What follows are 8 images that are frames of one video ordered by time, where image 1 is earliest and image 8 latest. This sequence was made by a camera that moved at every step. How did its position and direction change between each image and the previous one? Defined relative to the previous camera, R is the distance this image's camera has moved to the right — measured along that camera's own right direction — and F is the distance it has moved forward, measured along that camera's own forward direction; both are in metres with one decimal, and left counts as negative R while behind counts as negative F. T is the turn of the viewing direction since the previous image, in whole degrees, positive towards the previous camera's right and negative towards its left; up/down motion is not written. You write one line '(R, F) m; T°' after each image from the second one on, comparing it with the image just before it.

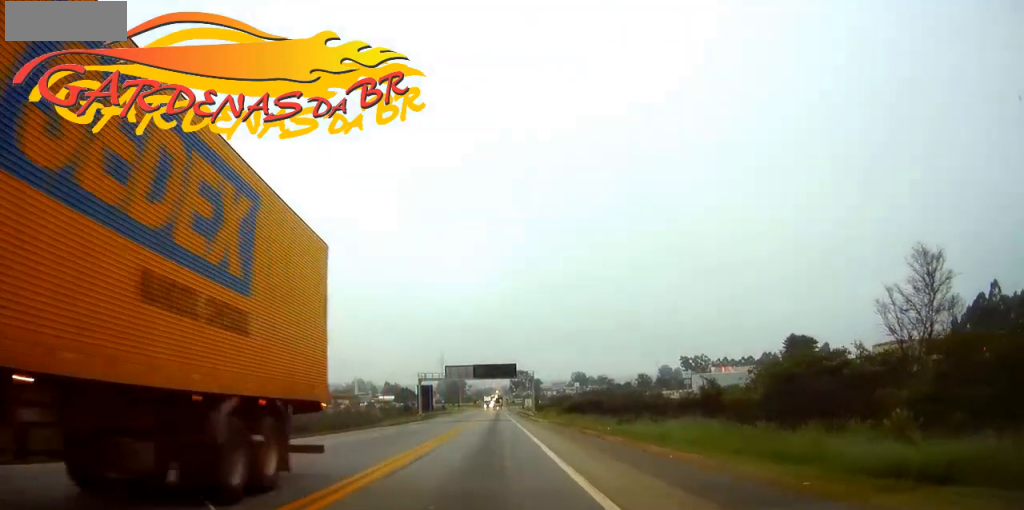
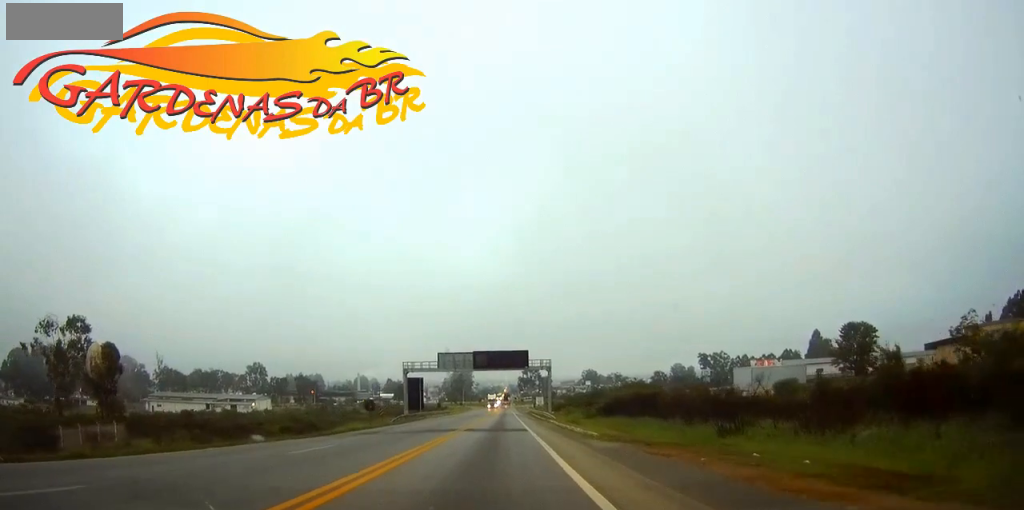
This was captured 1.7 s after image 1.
(+0.1, +26.3) m; 0°
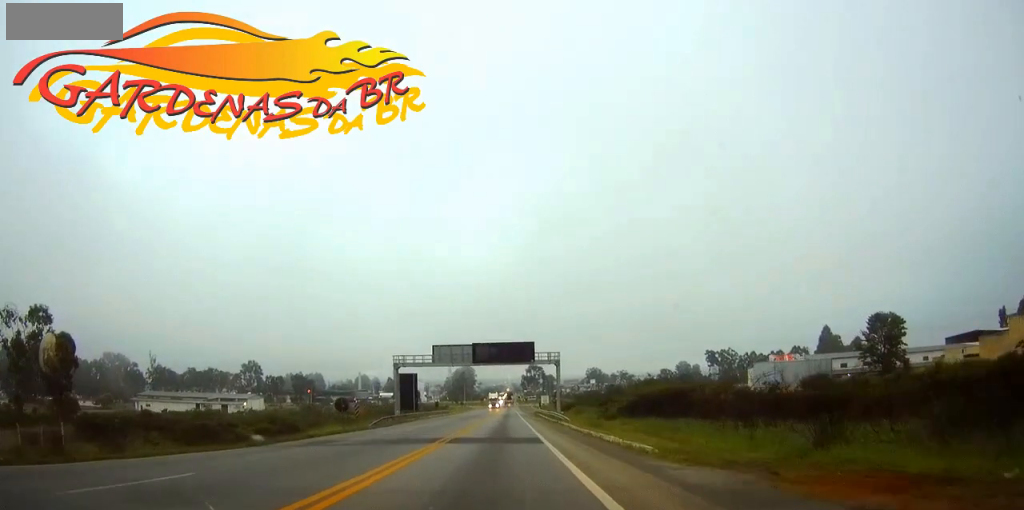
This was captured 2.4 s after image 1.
(0.0, +10.7) m; 0°
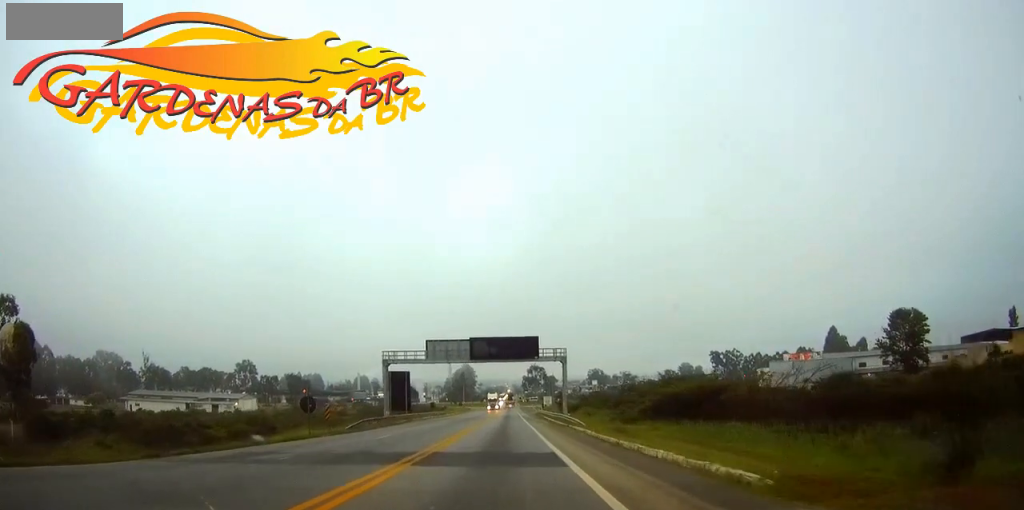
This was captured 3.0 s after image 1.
(-0.1, +8.2) m; 0°
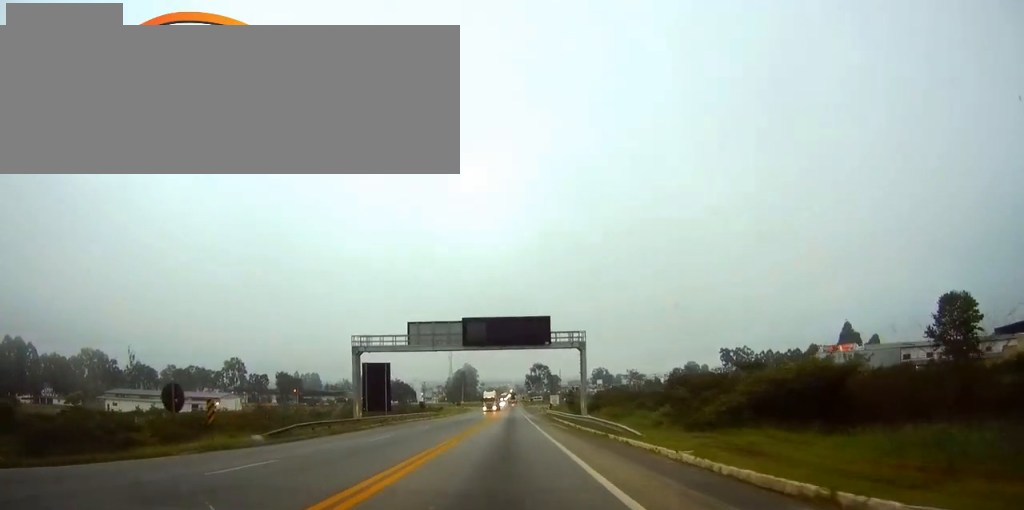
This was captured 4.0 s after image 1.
(0.0, +16.5) m; 0°
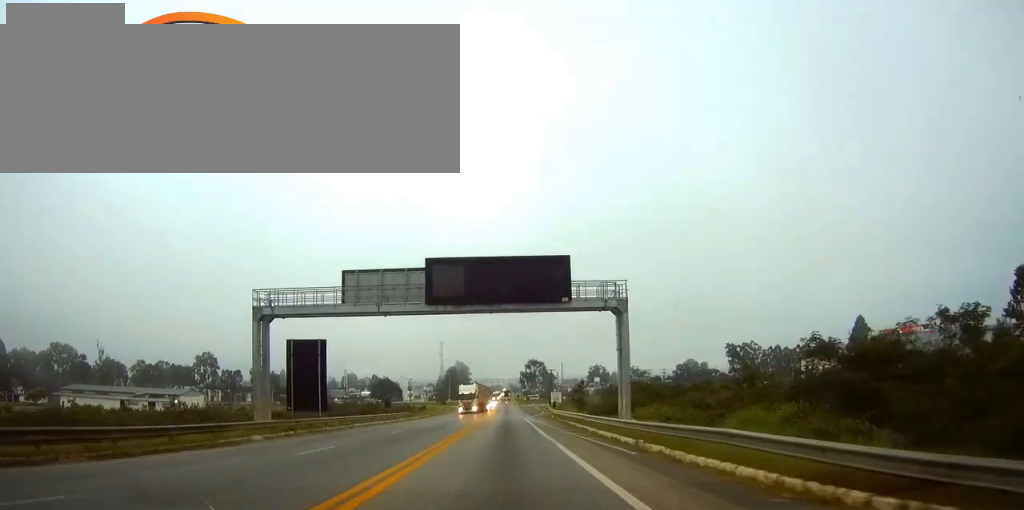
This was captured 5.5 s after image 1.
(-0.1, +23.6) m; +1°
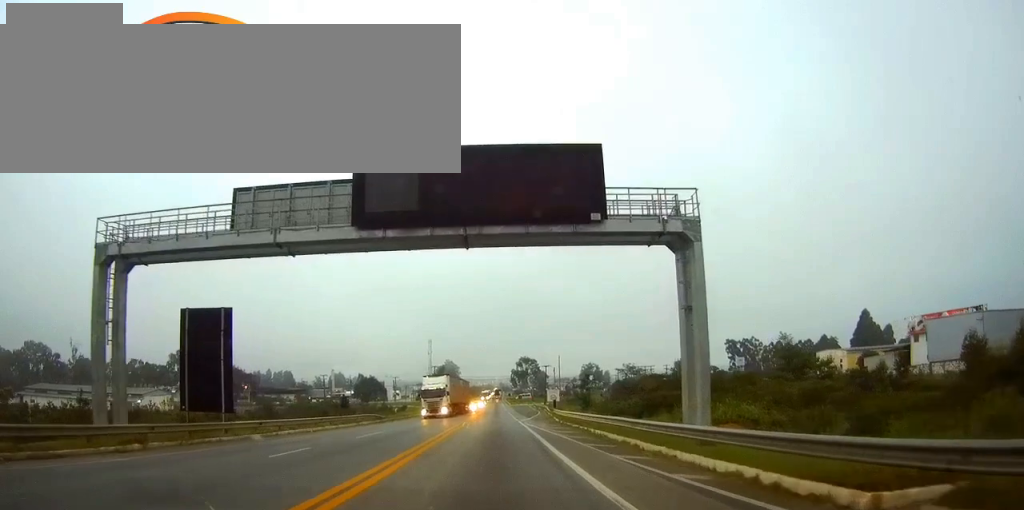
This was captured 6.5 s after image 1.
(+0.3, +15.7) m; +1°
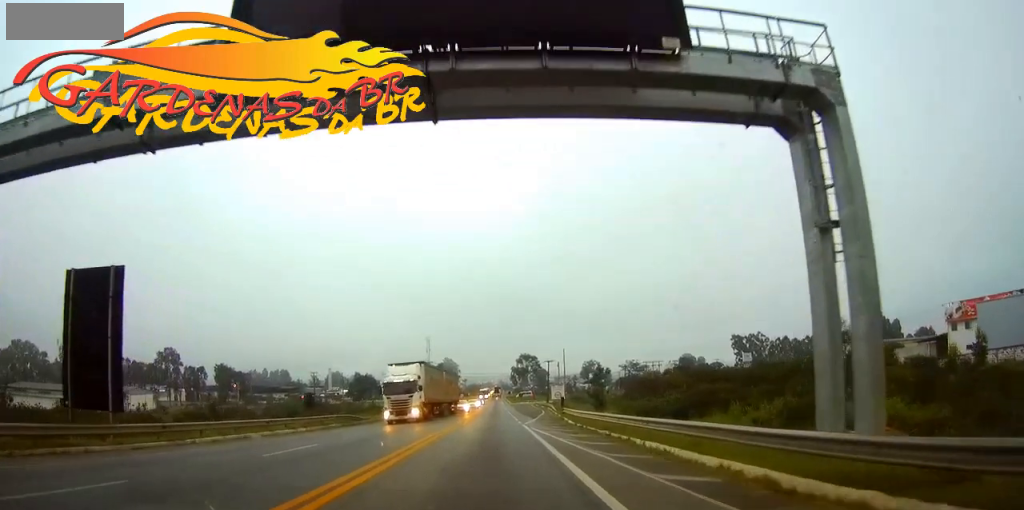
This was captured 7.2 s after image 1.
(-0.1, +10.3) m; 0°
